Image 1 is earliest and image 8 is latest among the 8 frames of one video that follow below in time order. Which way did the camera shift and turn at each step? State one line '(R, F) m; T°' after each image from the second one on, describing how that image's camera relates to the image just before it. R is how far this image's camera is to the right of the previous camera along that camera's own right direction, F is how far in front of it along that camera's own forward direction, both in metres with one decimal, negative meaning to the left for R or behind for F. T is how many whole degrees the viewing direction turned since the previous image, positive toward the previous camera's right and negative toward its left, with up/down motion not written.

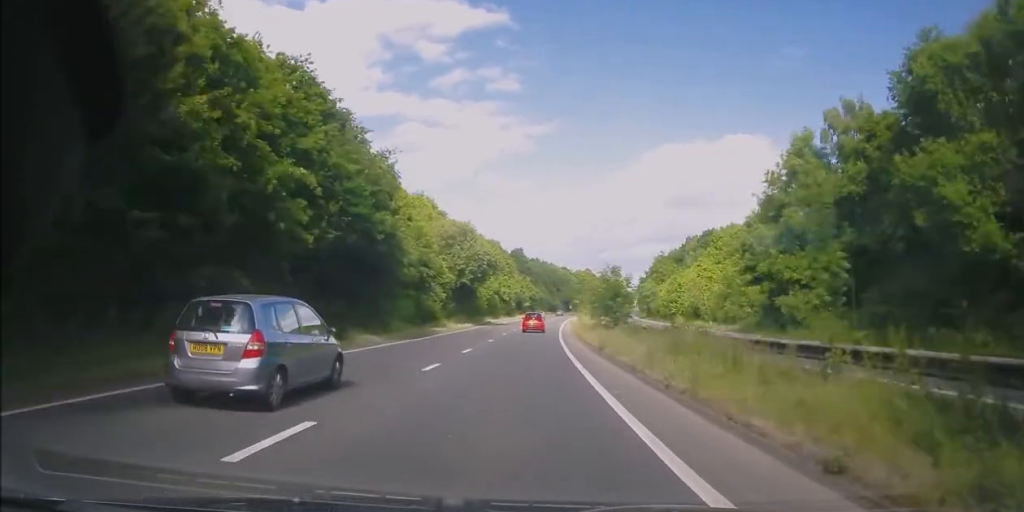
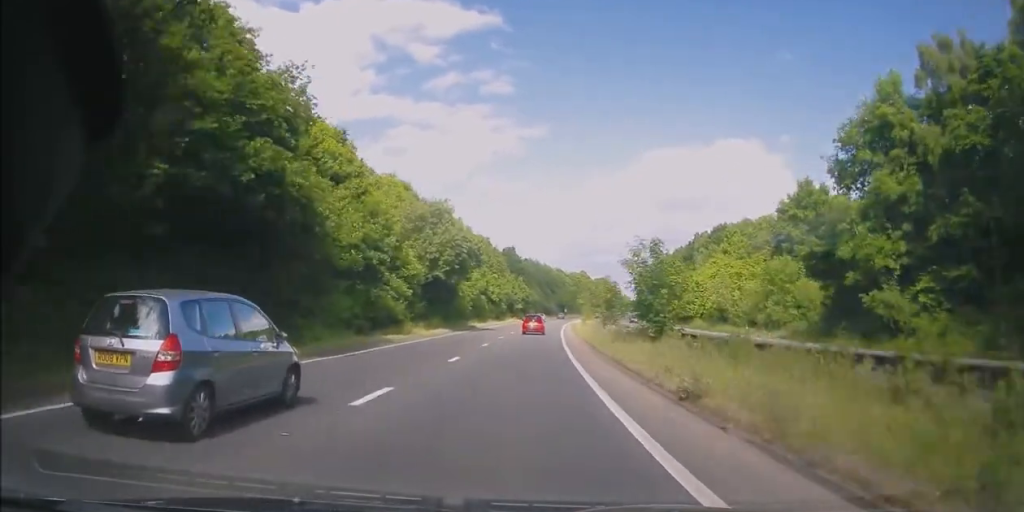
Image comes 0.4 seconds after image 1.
(0.0, +12.5) m; +1°
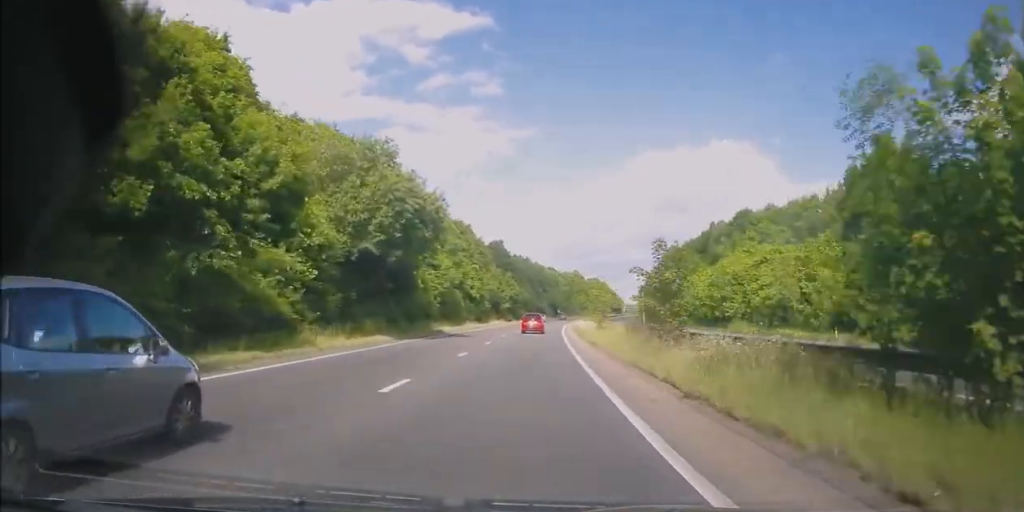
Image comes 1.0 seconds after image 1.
(-0.1, +17.3) m; +1°
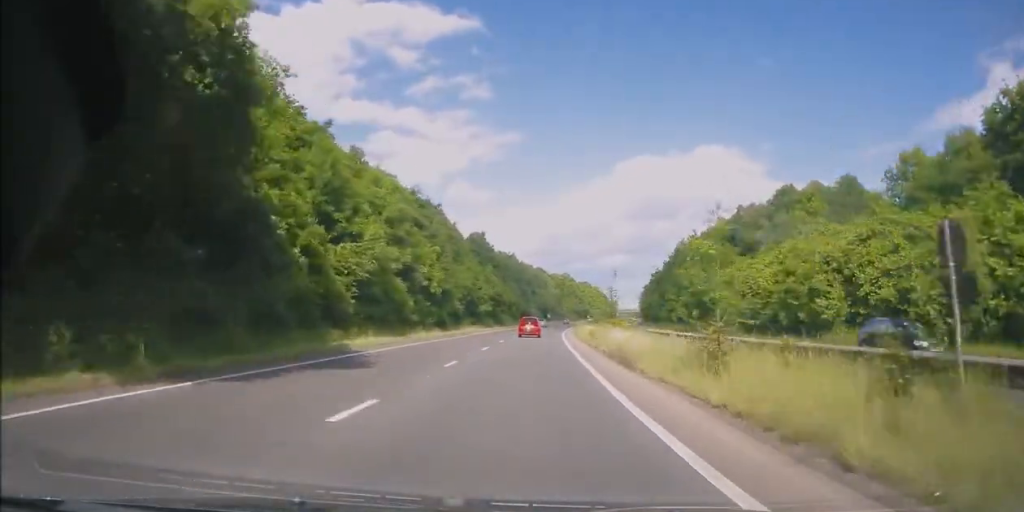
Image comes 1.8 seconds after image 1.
(+0.4, +21.1) m; +1°
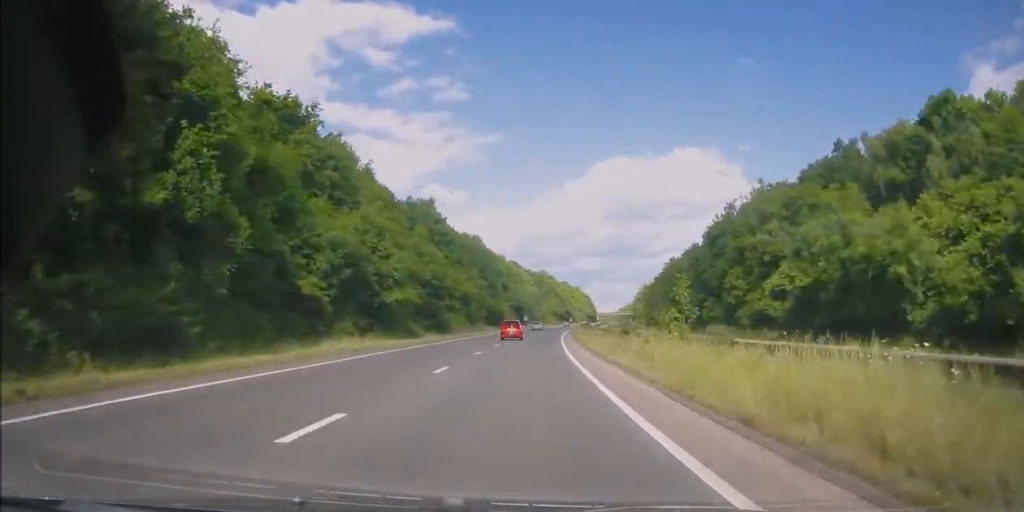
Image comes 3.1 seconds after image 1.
(+0.3, +37.7) m; +3°
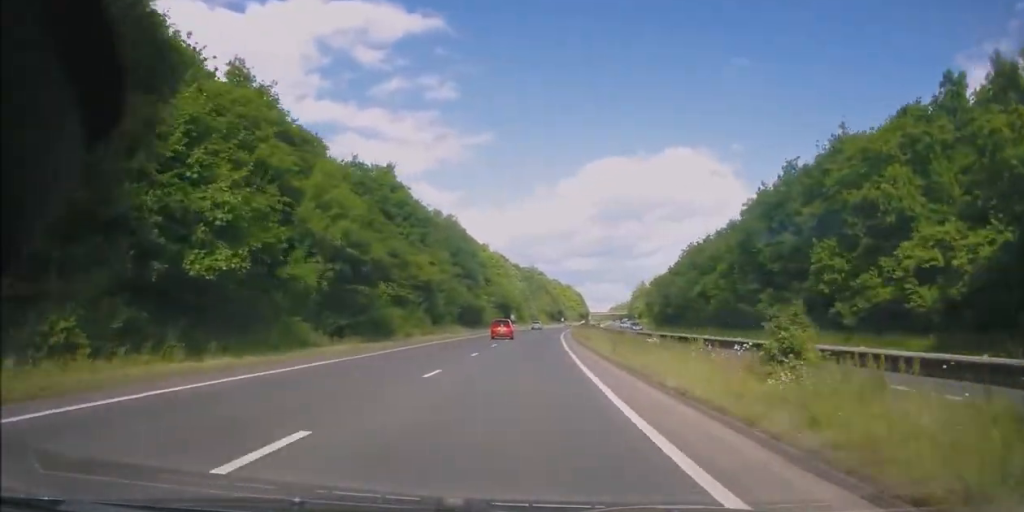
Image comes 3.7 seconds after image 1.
(+0.7, +19.5) m; +2°
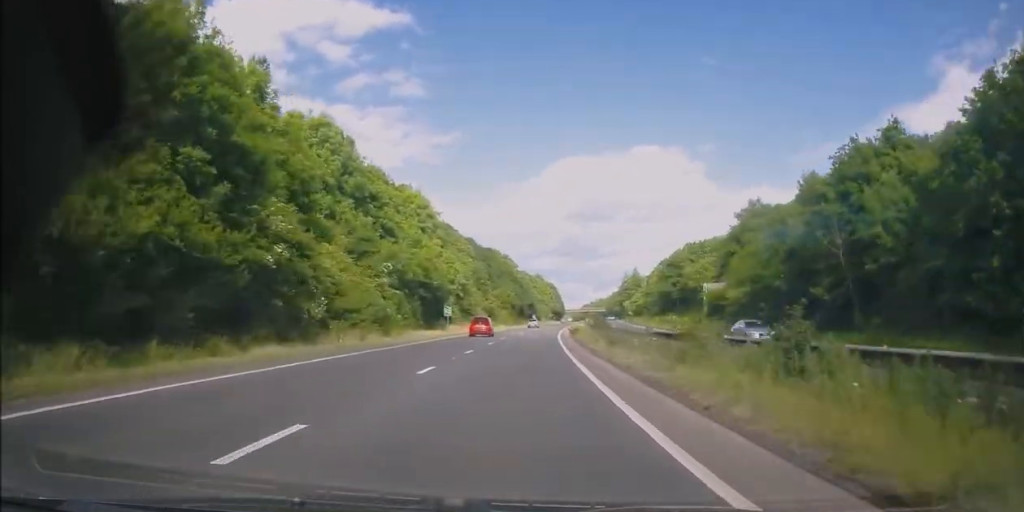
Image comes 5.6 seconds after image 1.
(+1.5, +54.4) m; +3°
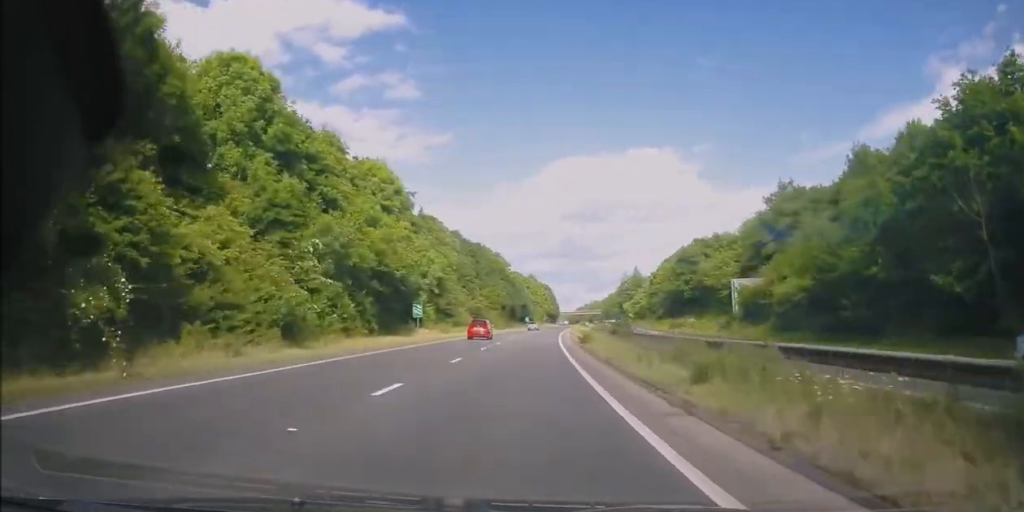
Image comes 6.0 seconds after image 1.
(+0.1, +13.0) m; +1°
